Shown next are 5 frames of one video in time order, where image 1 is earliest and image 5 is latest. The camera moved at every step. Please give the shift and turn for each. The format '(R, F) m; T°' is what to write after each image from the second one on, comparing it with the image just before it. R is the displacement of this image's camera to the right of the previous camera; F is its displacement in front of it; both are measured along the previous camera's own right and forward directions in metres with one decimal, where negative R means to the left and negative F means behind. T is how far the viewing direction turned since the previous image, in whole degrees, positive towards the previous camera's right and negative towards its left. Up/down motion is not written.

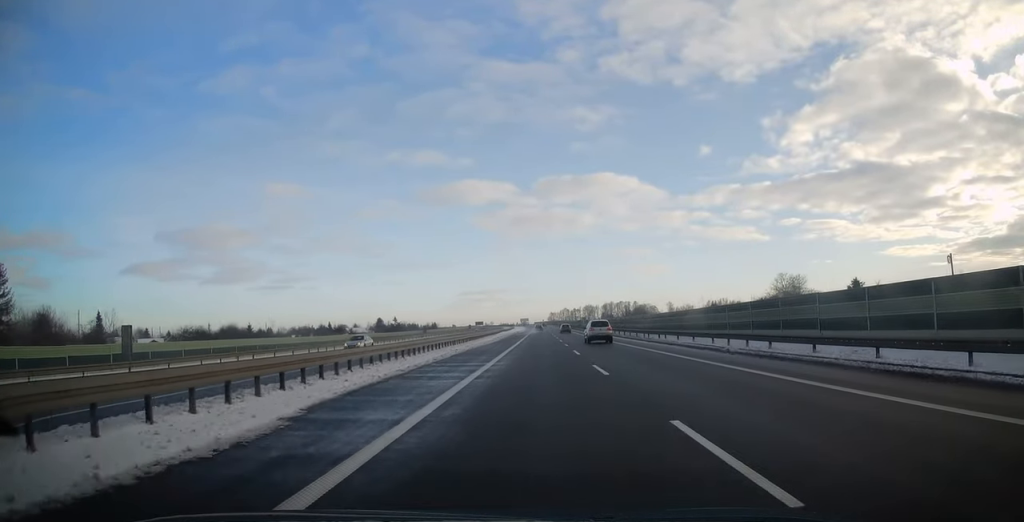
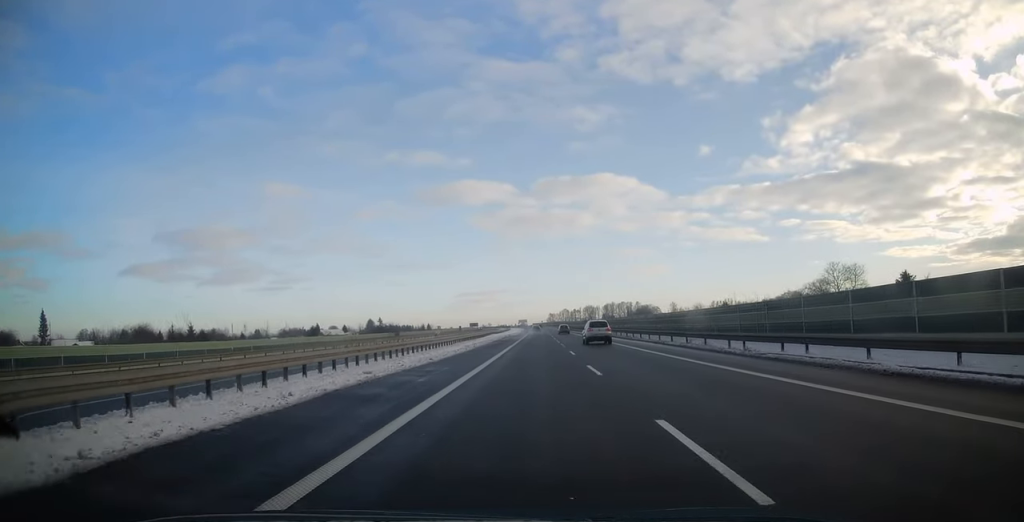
(+0.1, +23.8) m; 0°
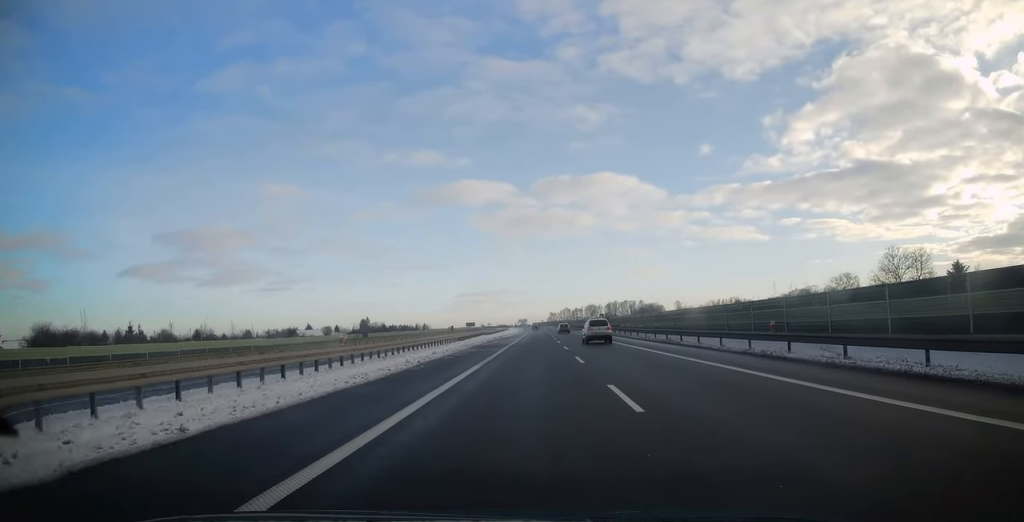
(0.0, +19.1) m; 0°
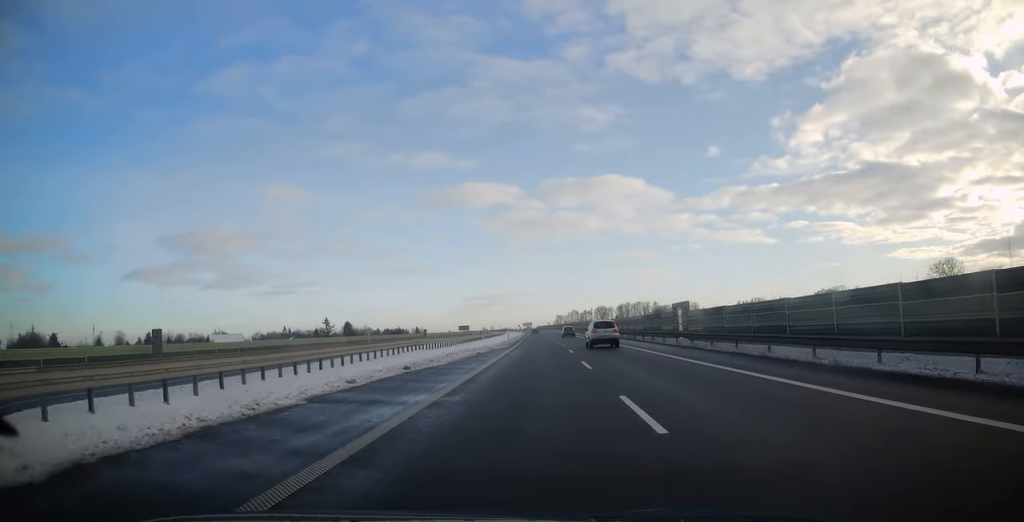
(+0.1, +49.8) m; 0°
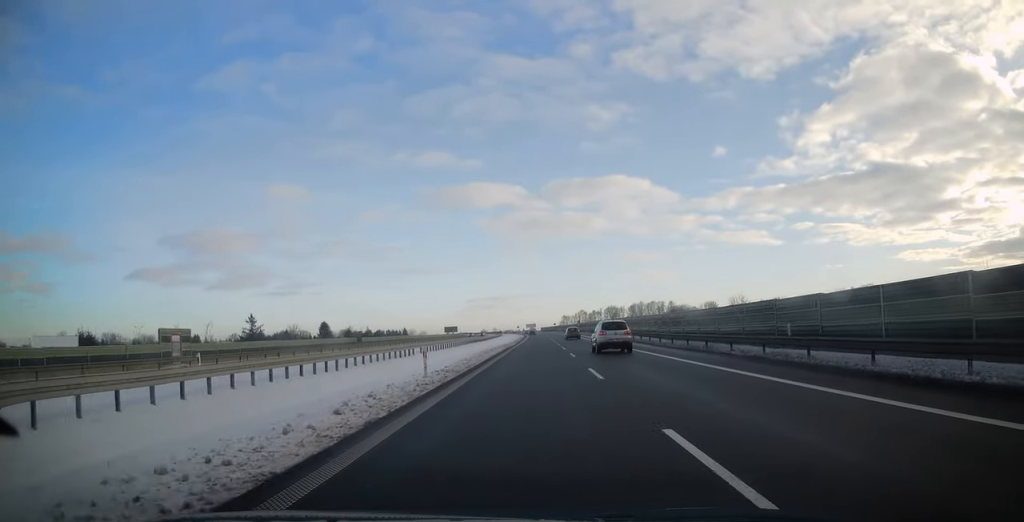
(-0.3, +51.7) m; -1°
